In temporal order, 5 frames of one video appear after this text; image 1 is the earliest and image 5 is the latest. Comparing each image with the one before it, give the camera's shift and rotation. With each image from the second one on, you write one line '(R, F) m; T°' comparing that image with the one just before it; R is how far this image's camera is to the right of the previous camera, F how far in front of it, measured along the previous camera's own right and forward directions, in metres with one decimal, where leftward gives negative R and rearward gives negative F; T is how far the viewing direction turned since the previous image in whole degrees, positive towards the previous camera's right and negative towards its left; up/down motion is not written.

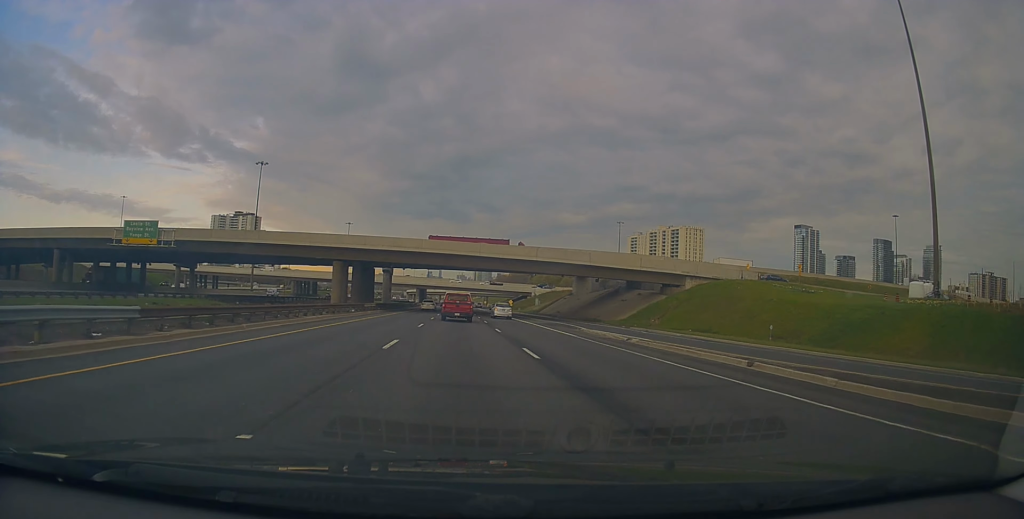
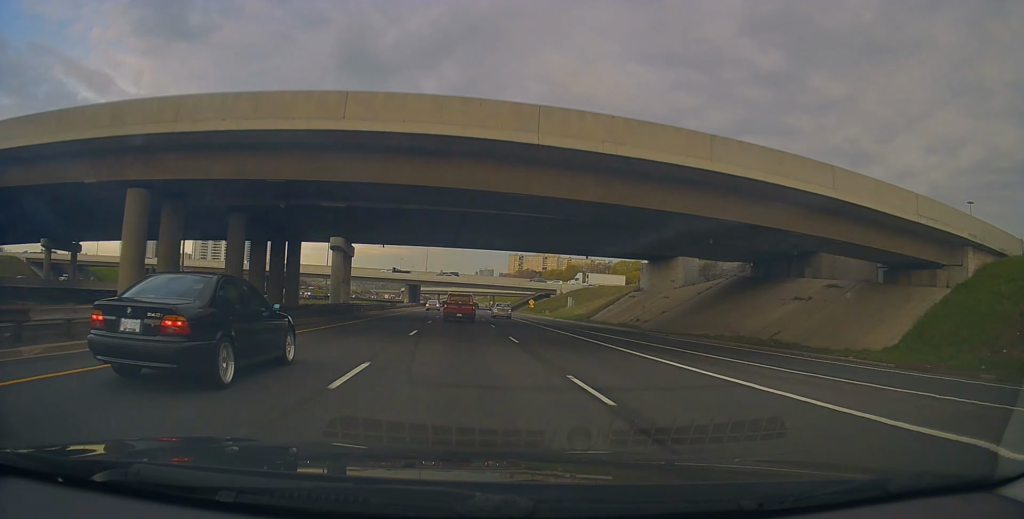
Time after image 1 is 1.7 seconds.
(+0.3, +43.1) m; 0°
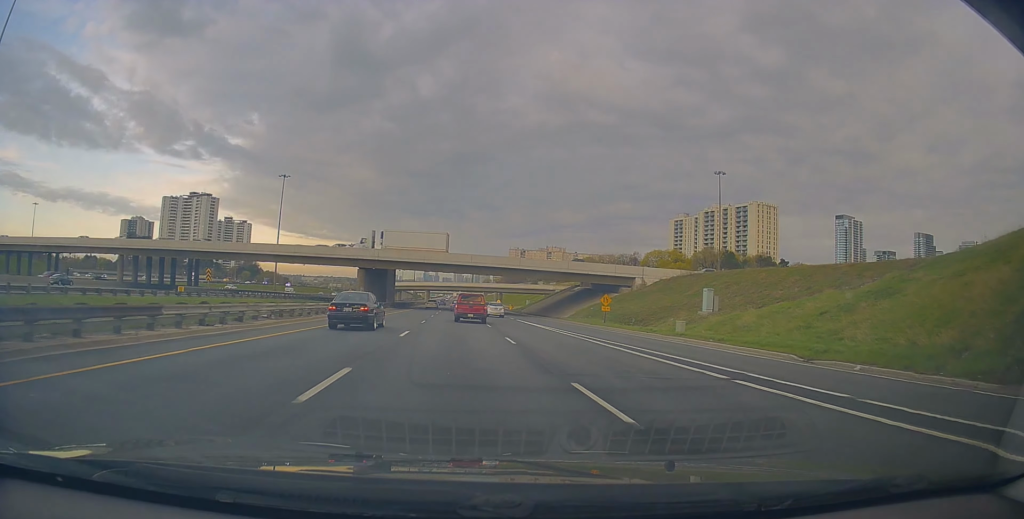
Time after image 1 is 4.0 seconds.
(-0.7, +61.3) m; 0°
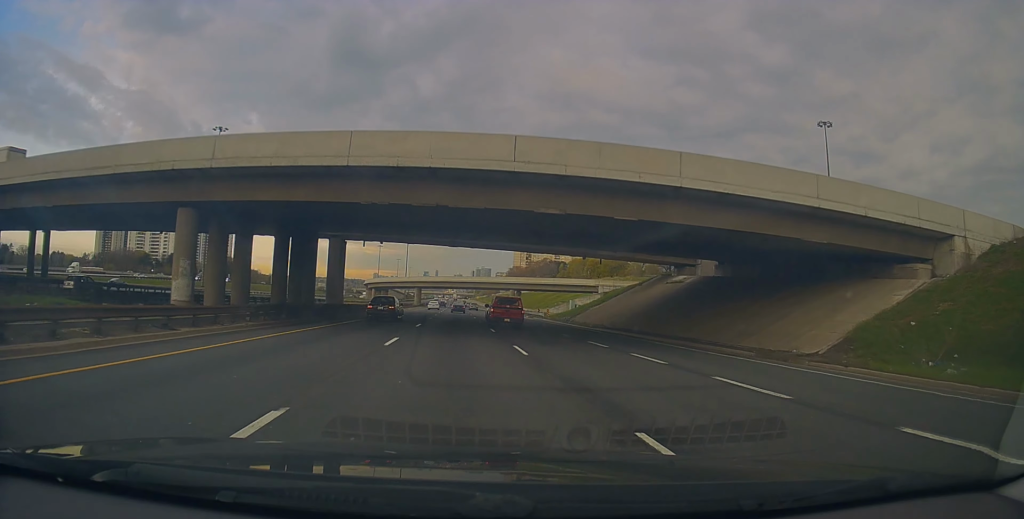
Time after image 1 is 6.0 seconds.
(-0.3, +51.9) m; 0°
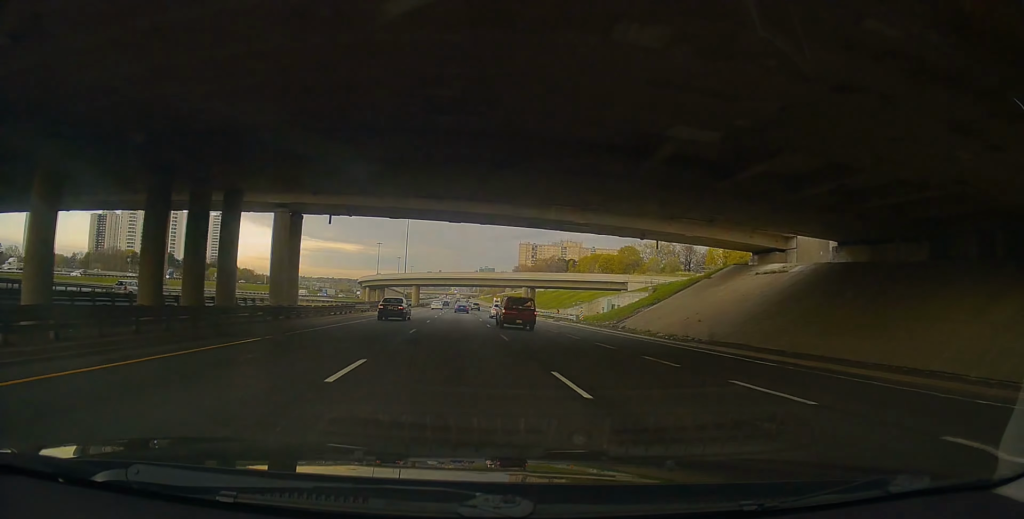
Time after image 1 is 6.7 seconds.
(+0.2, +18.2) m; 0°
